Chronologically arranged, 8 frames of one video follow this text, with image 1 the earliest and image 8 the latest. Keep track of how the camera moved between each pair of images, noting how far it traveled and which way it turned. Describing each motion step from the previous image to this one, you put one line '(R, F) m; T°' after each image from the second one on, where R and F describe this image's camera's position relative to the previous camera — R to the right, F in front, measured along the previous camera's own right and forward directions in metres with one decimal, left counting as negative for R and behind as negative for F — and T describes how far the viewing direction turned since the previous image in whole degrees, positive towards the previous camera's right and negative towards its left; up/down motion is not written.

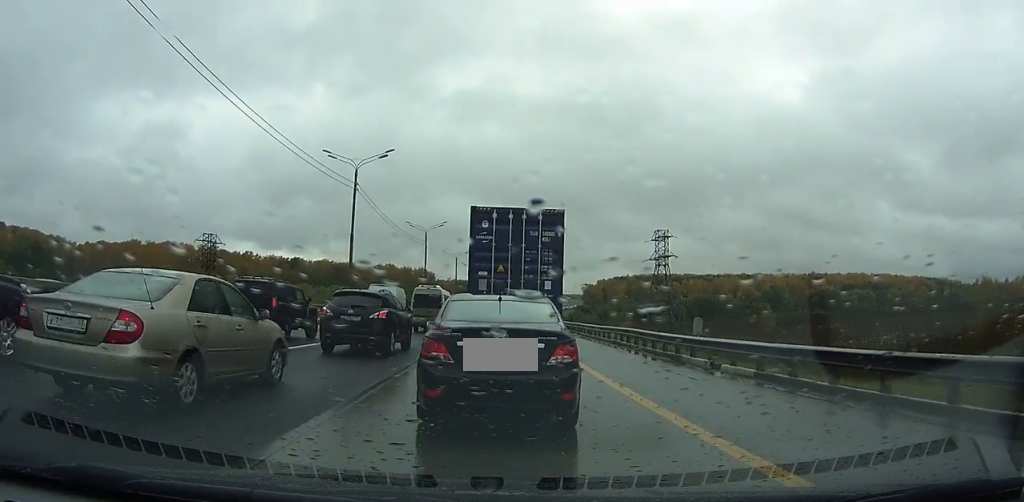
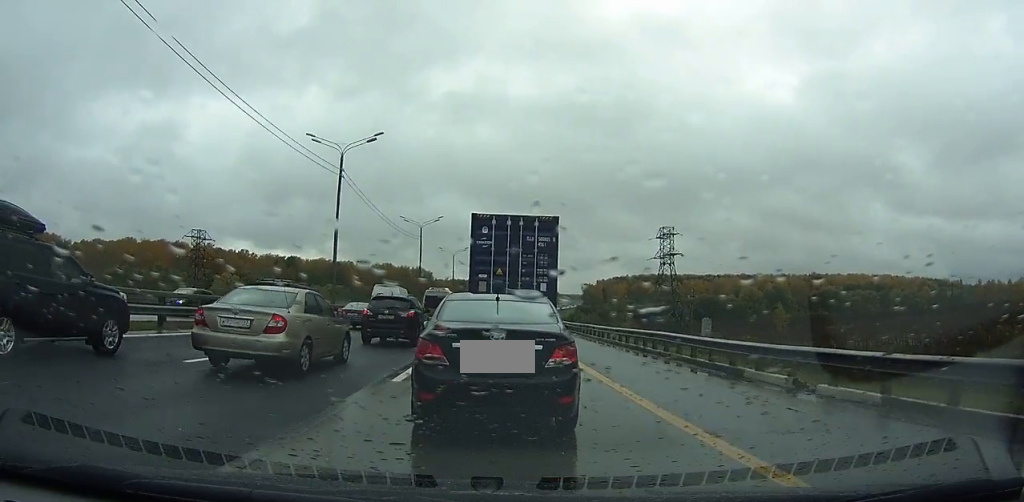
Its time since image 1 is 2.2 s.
(0.0, +5.2) m; 0°
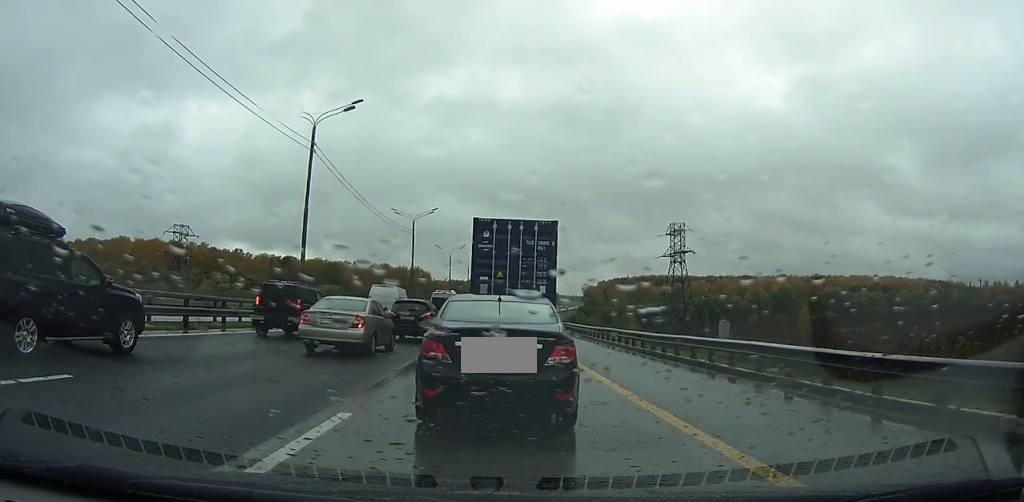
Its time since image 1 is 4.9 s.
(0.0, +6.2) m; 0°
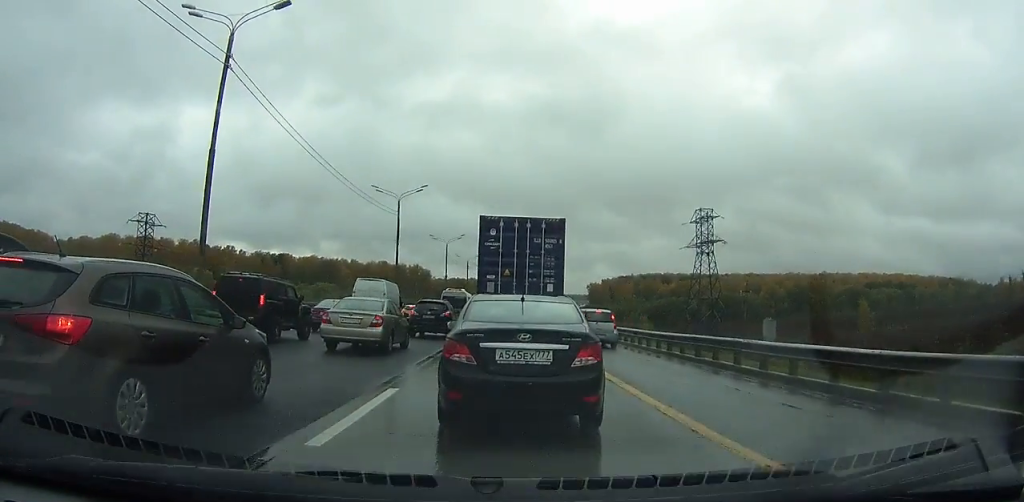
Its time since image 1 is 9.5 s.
(-0.1, +11.9) m; 0°
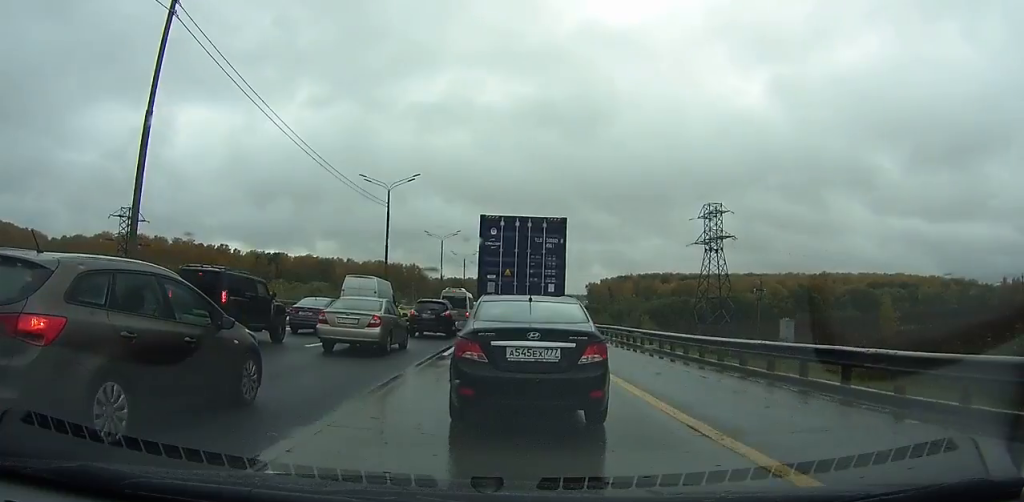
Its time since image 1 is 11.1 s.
(0.0, +4.5) m; +1°
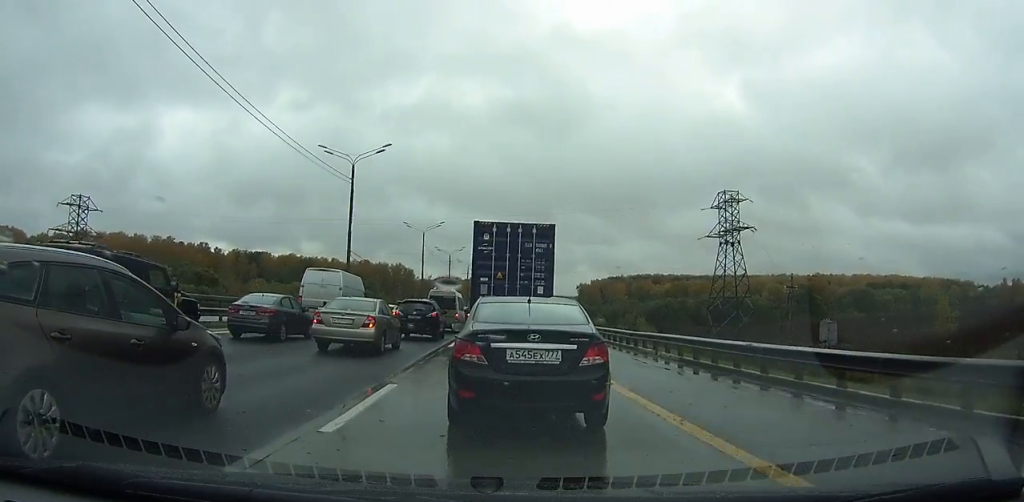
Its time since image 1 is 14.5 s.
(+0.3, +10.3) m; +3°
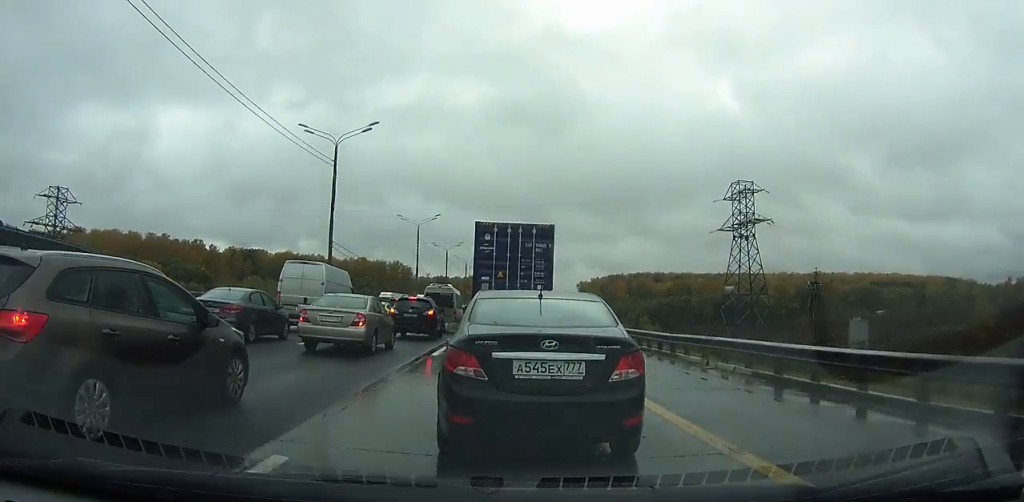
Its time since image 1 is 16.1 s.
(+0.1, +5.0) m; +1°
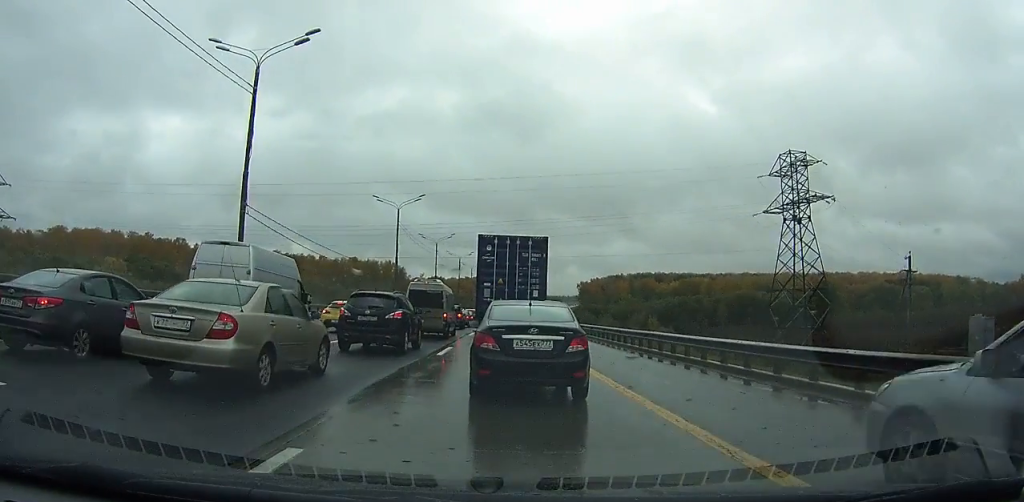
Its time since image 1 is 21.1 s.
(-0.1, +15.4) m; -1°
